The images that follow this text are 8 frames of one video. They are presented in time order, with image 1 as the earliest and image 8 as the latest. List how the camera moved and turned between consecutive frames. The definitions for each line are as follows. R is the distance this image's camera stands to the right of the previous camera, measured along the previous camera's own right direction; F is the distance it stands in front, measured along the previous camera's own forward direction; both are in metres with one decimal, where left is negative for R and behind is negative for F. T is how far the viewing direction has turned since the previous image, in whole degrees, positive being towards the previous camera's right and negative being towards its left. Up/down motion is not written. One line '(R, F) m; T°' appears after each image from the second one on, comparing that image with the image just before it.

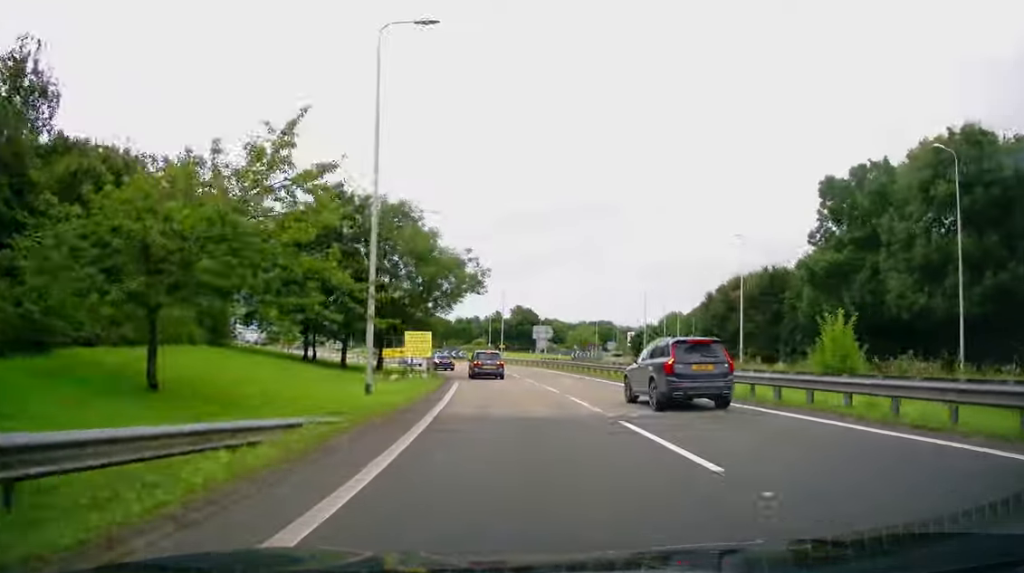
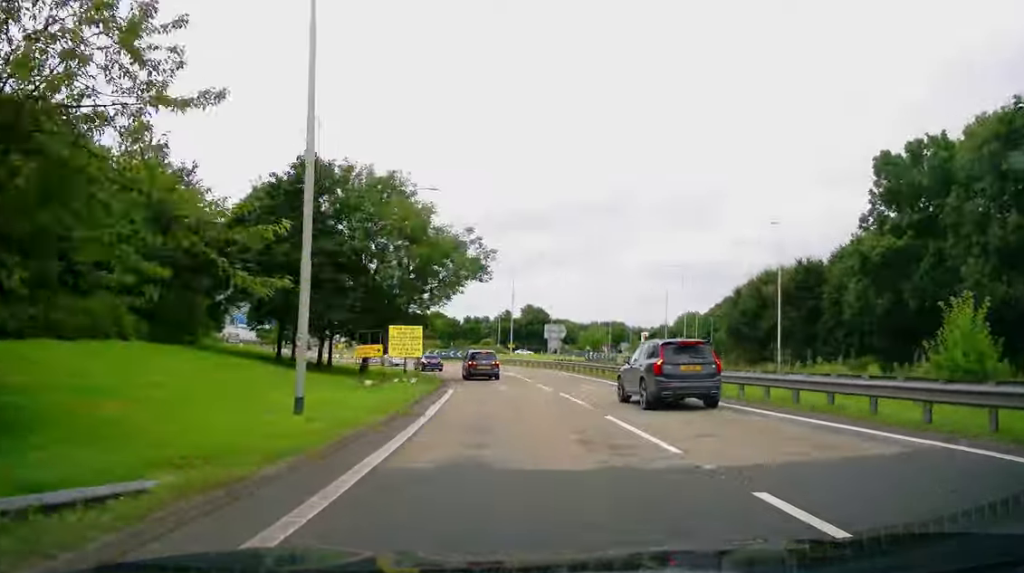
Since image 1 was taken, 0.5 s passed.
(0.0, +7.1) m; 0°
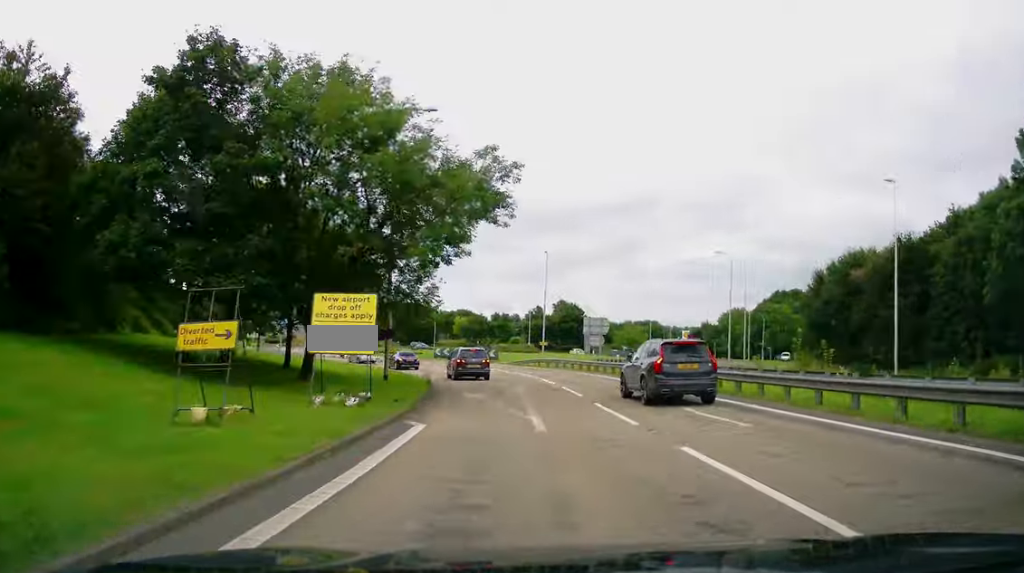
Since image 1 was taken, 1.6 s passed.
(0.0, +14.1) m; -2°
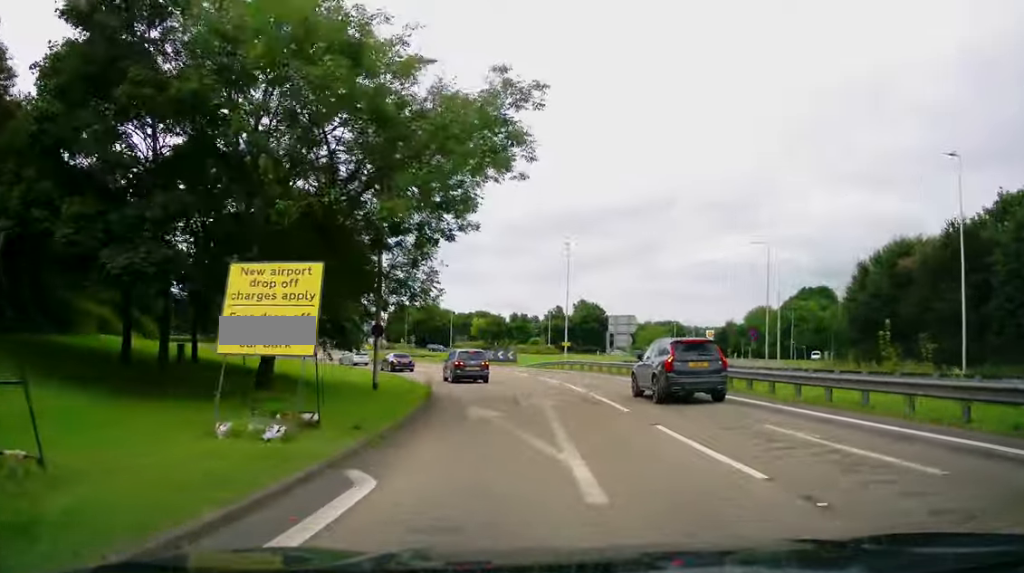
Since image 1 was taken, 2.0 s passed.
(0.0, +5.4) m; -2°
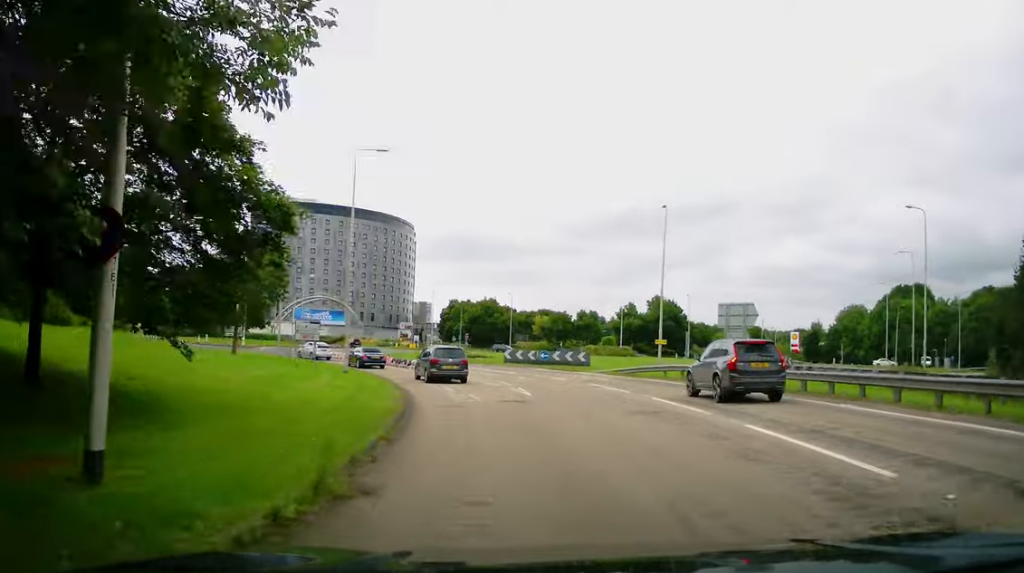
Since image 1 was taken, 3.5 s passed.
(-1.3, +17.5) m; -7°
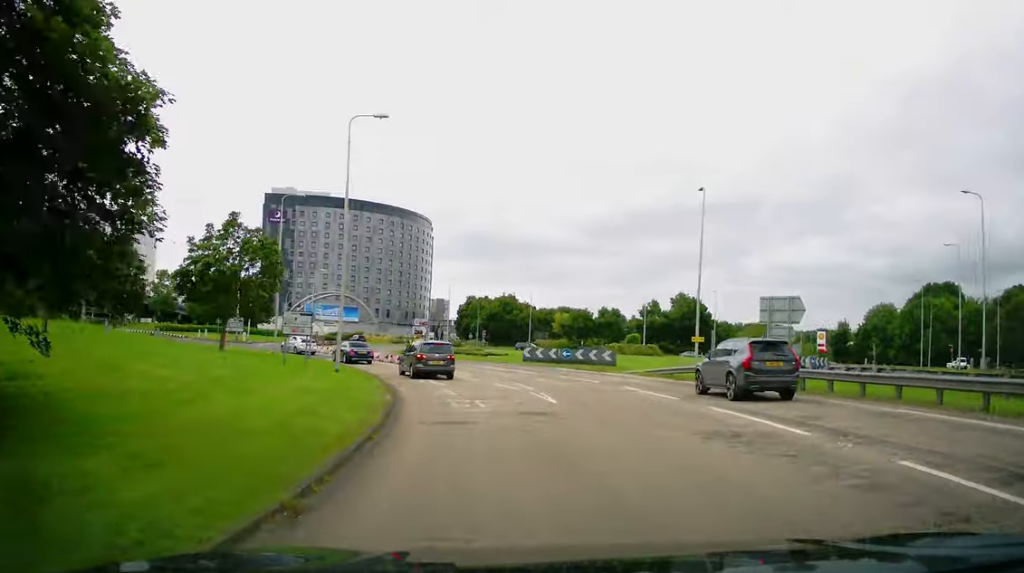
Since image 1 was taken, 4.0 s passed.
(+0.1, +5.0) m; -1°
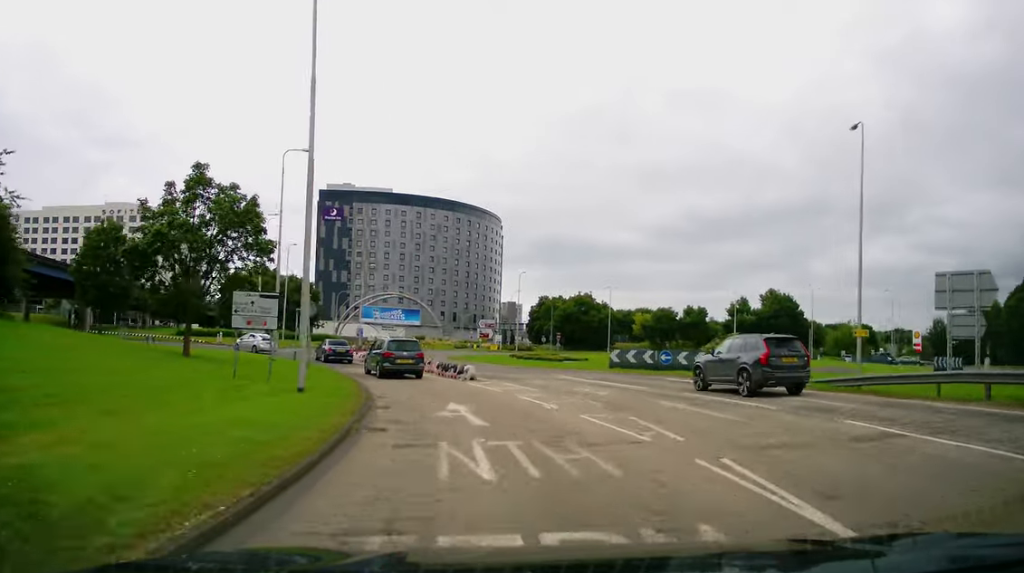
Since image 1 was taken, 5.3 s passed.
(-0.5, +13.4) m; -7°
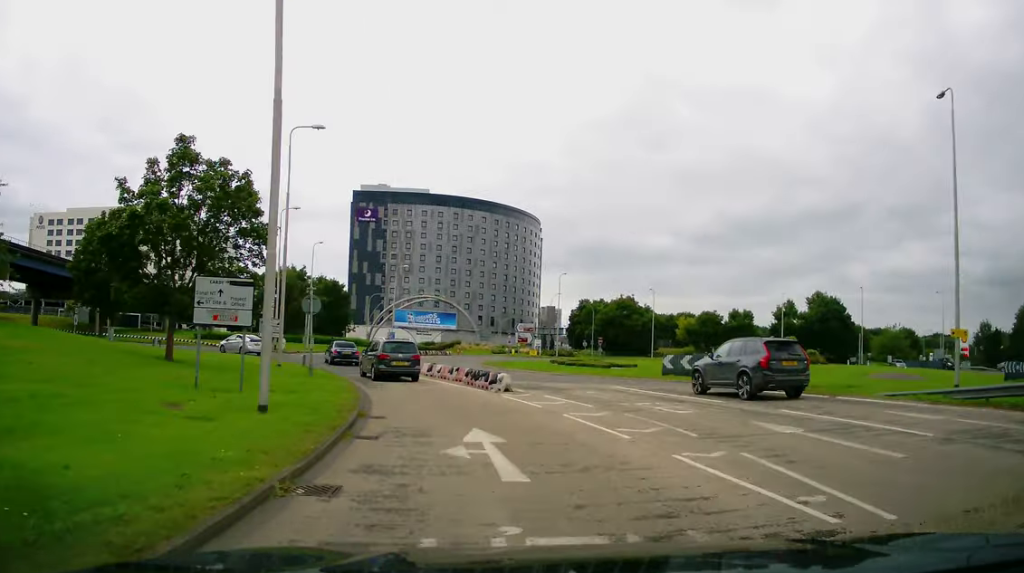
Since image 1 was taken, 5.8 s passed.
(-0.2, +4.9) m; -3°
